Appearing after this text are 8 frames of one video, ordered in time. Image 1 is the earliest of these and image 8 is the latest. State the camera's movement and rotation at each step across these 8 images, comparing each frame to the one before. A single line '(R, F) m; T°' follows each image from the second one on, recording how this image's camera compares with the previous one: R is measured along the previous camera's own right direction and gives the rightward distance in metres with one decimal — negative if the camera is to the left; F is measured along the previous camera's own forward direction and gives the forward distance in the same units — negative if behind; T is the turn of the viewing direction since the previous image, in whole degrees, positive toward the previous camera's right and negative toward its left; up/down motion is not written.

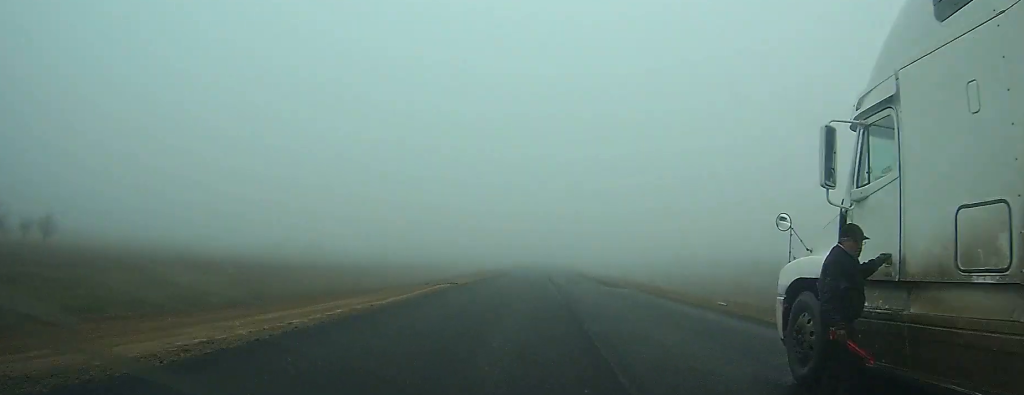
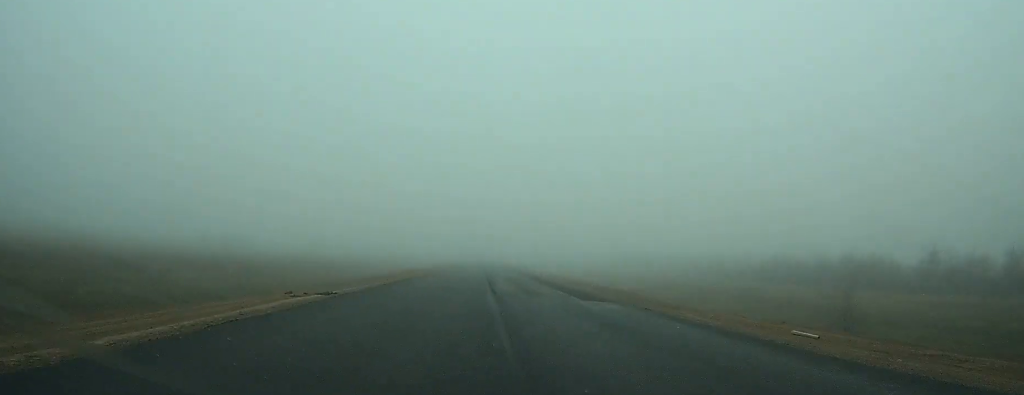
(+0.2, +13.1) m; +1°
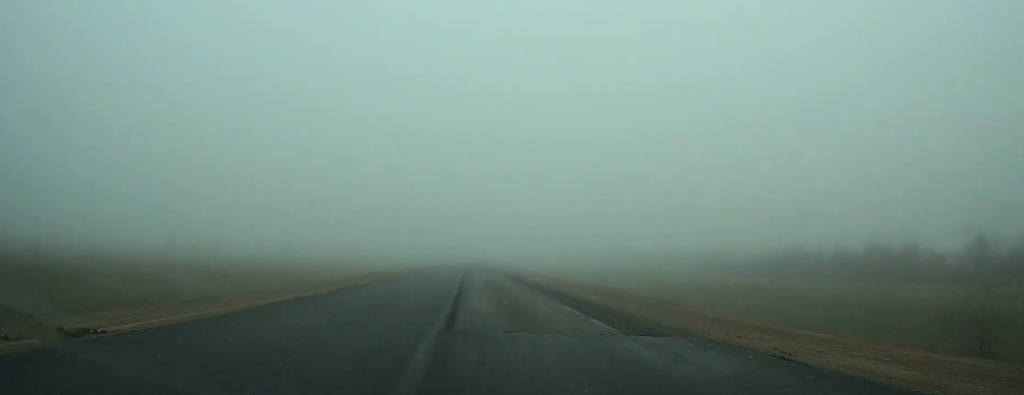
(+0.1, +10.6) m; 0°
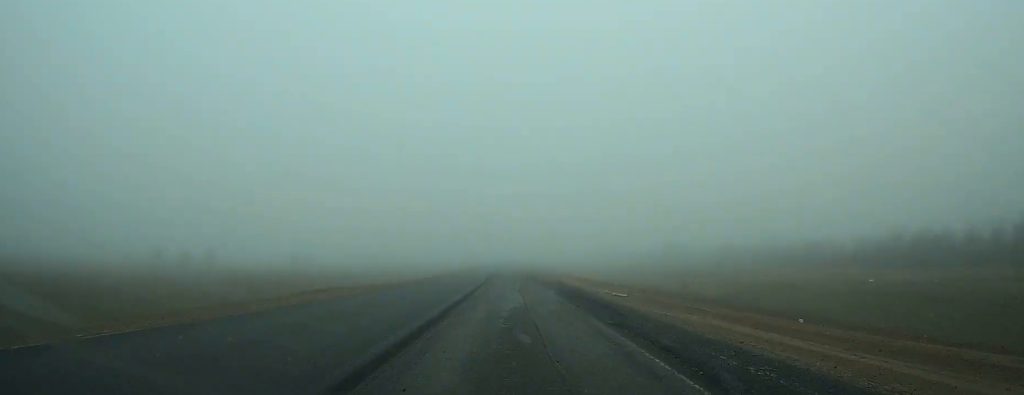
(+0.1, +22.0) m; 0°
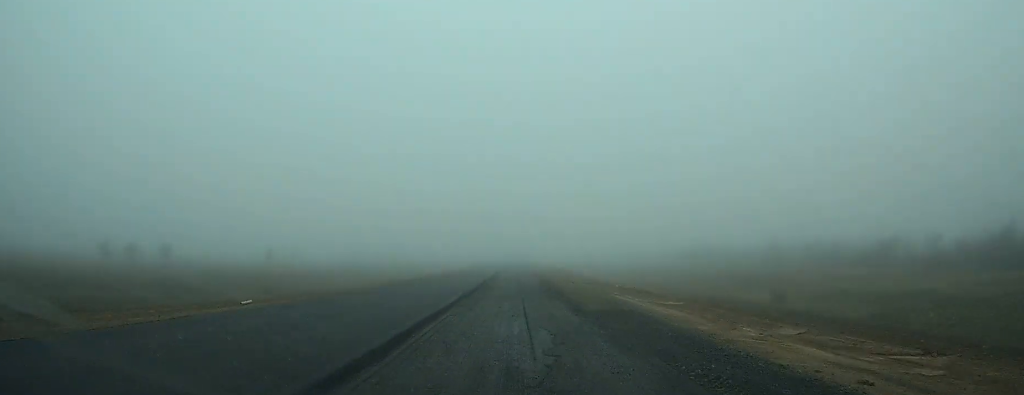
(-0.1, +20.0) m; -1°
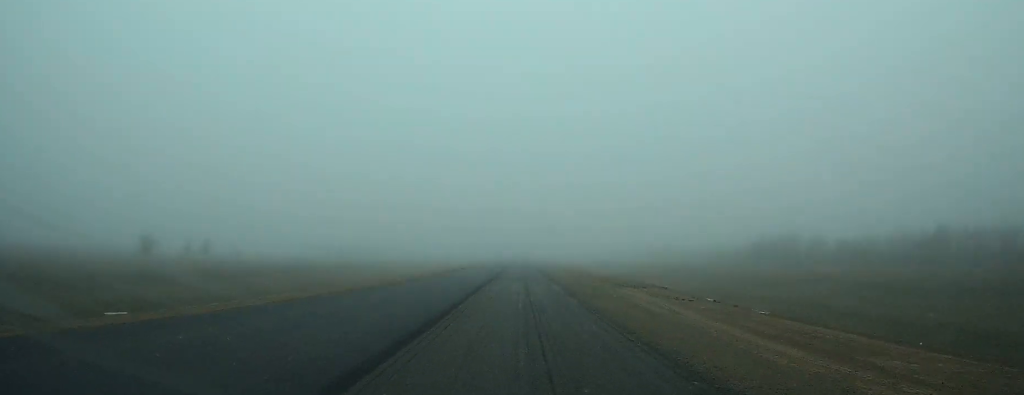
(-0.5, +49.3) m; -1°
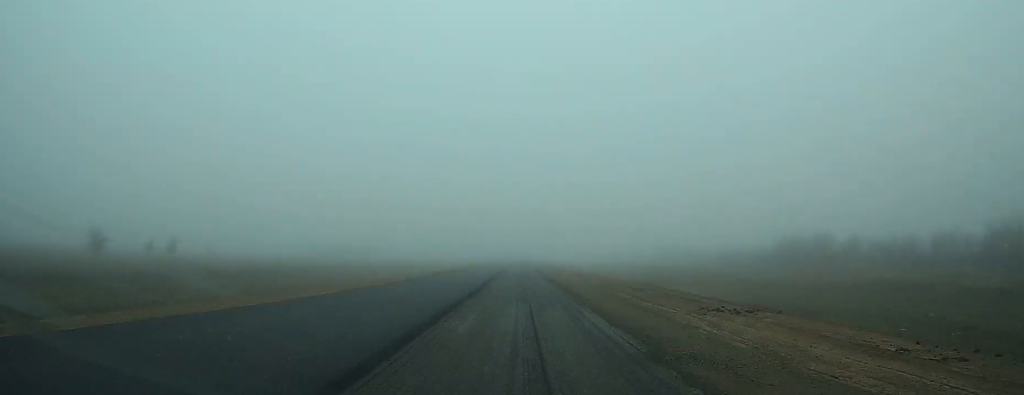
(0.0, +13.3) m; 0°
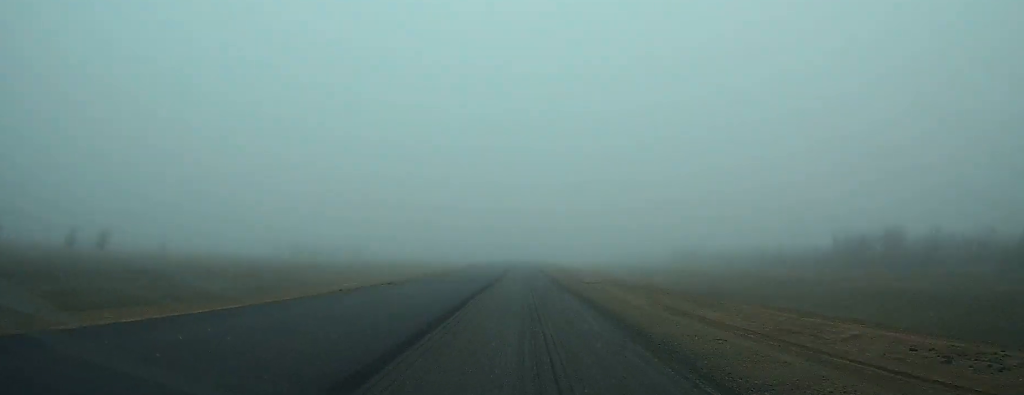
(0.0, +22.0) m; 0°
